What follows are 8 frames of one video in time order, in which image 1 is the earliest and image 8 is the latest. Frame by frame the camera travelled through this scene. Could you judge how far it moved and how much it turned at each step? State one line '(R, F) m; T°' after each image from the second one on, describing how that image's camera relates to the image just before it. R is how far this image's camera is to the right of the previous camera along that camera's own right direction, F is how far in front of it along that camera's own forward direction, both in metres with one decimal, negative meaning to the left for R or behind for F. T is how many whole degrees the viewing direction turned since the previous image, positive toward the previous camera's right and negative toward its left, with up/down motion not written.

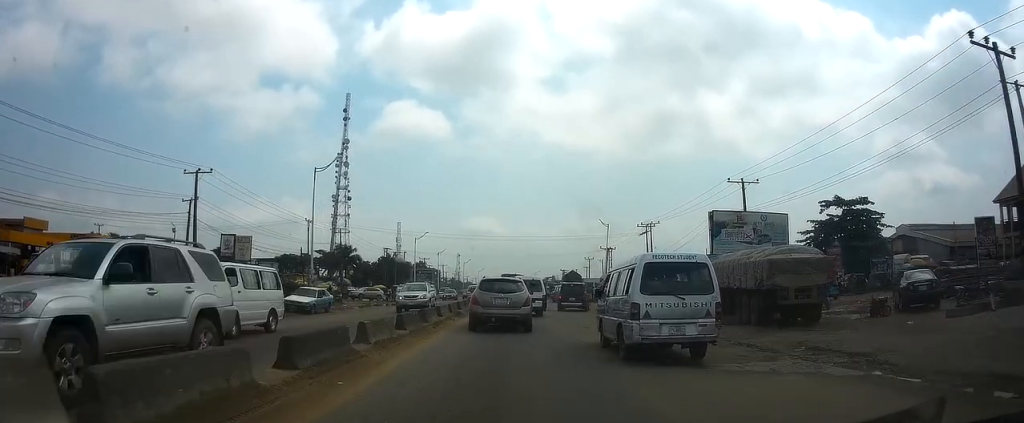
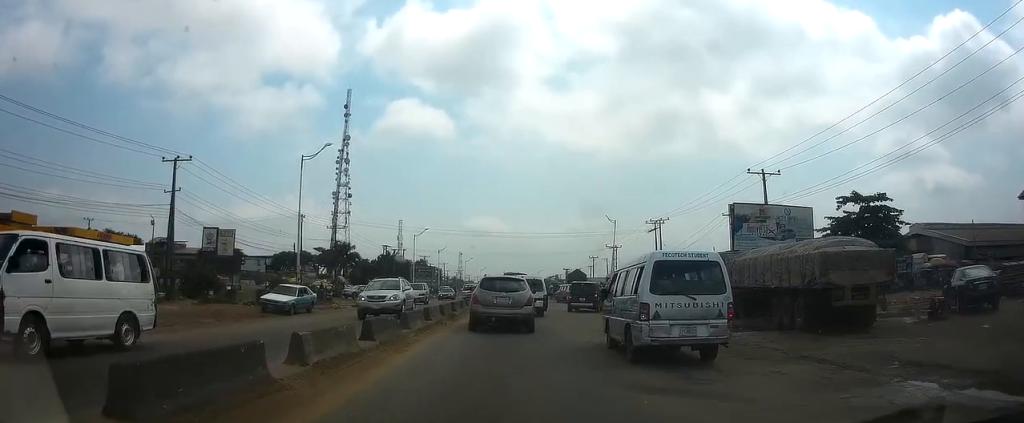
(0.0, +3.4) m; 0°
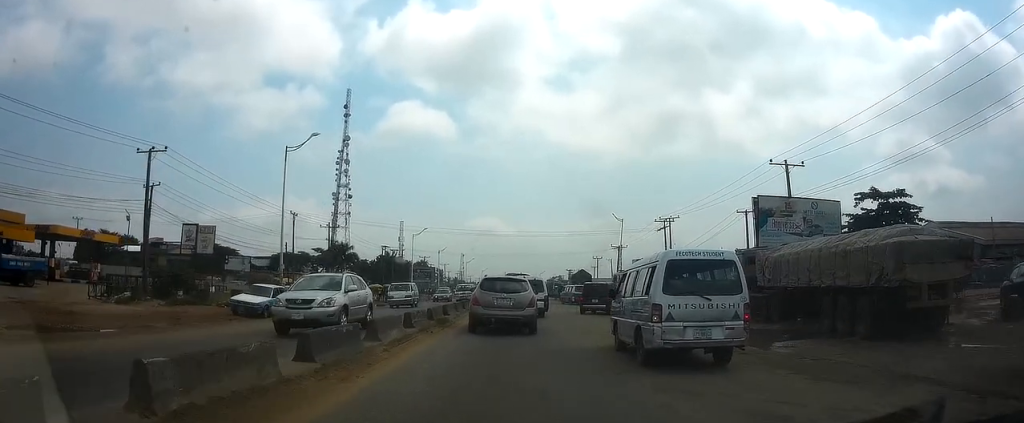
(0.0, +3.4) m; 0°
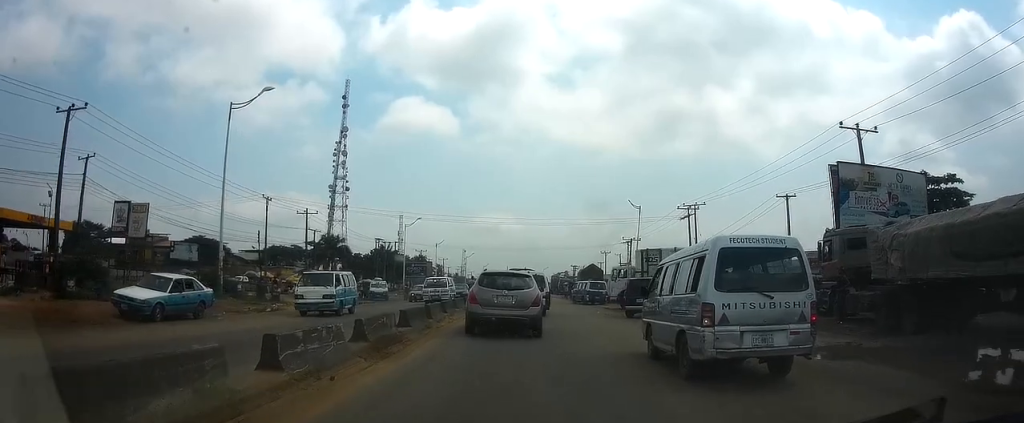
(0.0, +8.1) m; 0°
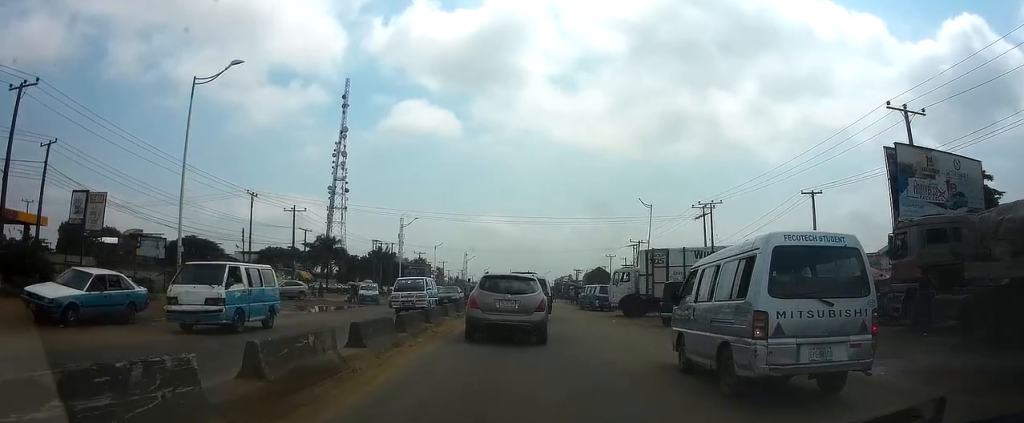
(0.0, +4.1) m; 0°
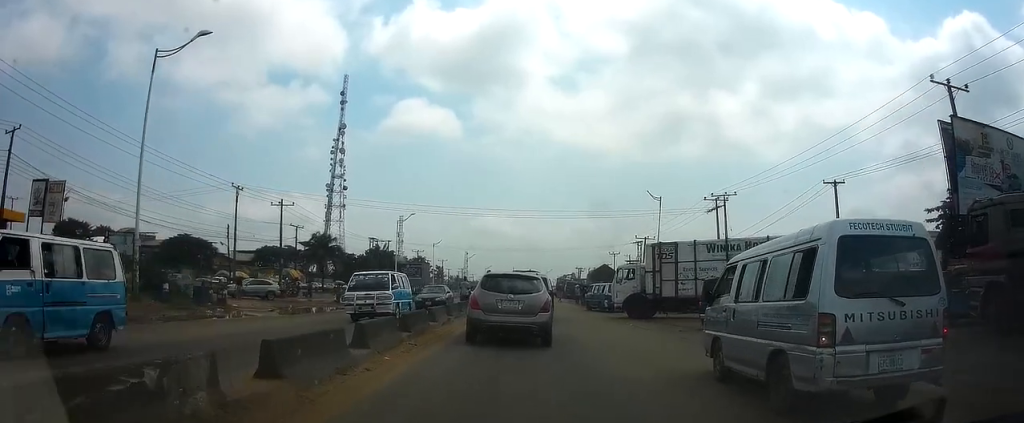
(0.0, +3.5) m; 0°
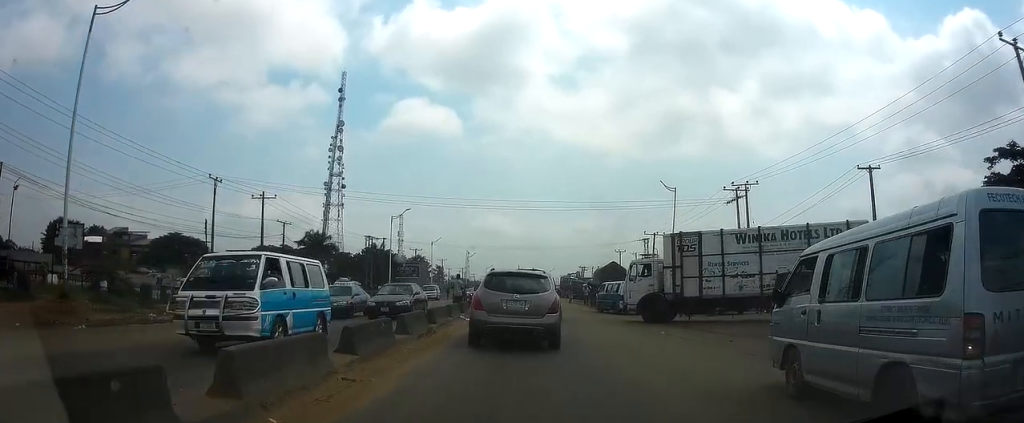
(0.0, +4.6) m; 0°
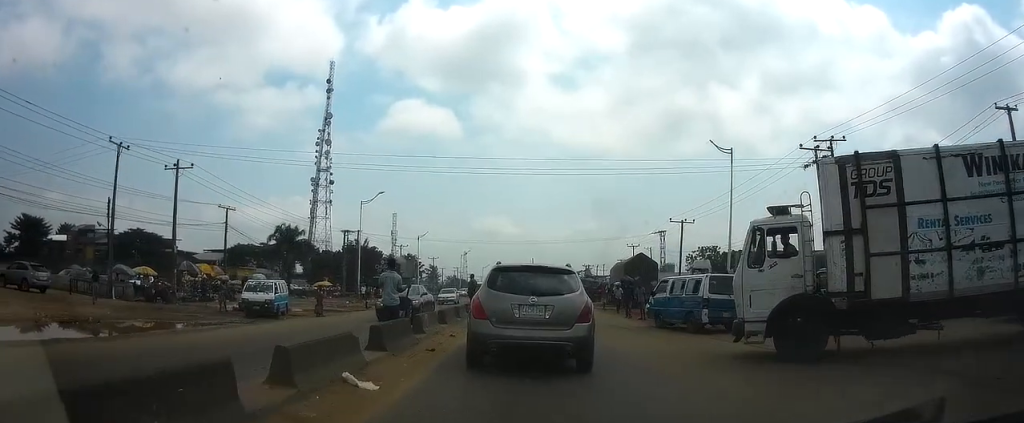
(0.0, +13.1) m; 0°
